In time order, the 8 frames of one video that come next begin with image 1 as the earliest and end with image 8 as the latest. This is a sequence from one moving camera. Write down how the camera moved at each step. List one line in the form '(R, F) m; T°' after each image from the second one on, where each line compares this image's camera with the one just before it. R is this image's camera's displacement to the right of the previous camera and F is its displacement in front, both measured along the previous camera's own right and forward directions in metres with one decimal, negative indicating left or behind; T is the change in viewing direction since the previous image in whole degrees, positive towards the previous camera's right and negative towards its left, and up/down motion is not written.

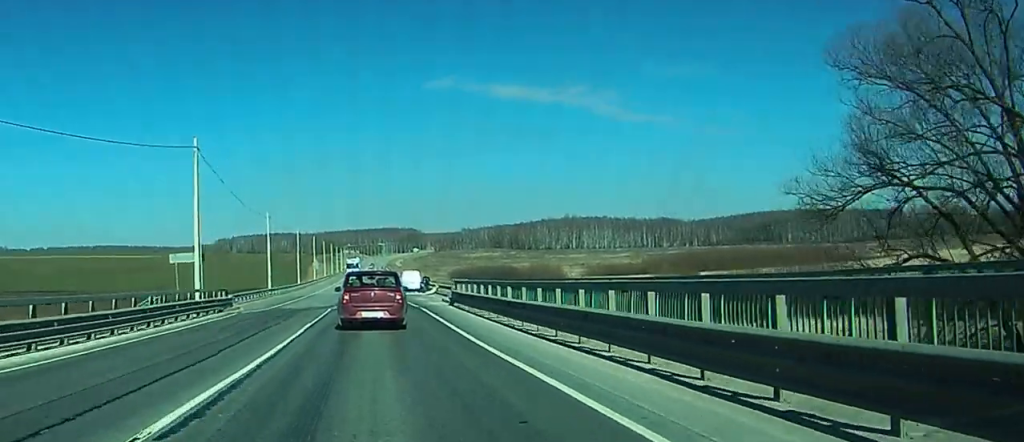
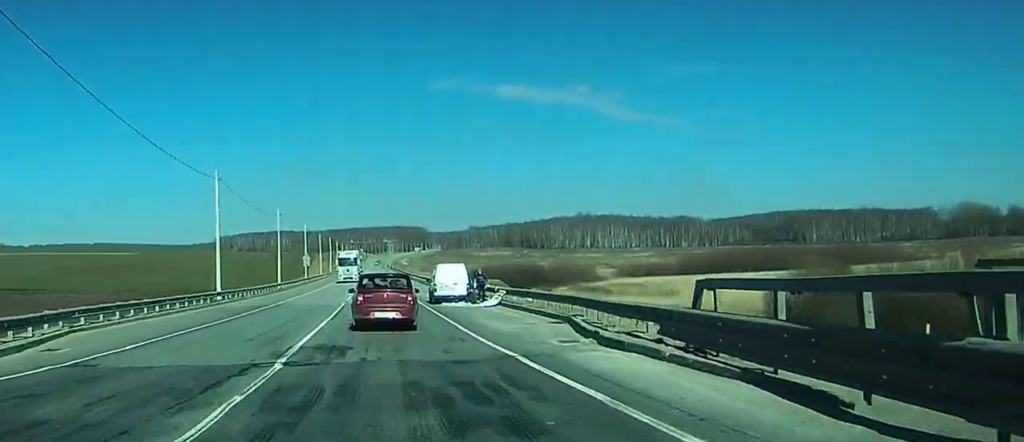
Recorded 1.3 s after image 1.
(0.0, +36.0) m; 0°
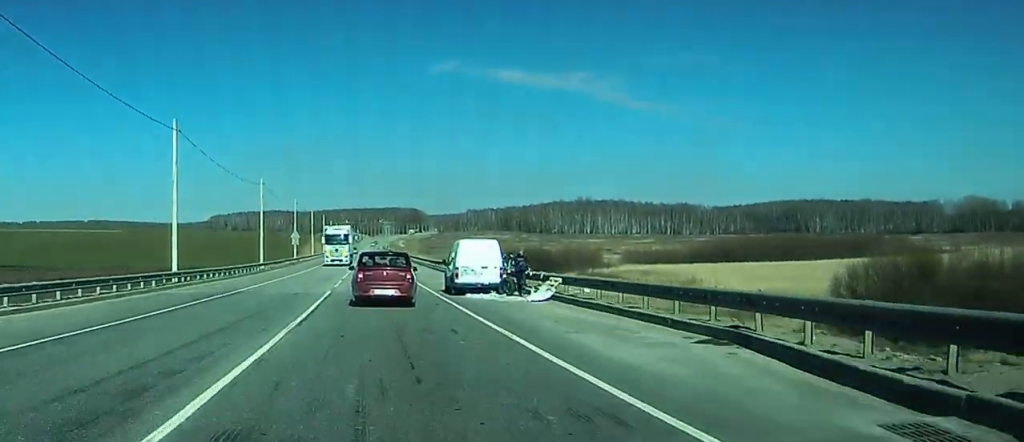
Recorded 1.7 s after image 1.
(0.0, +13.2) m; 0°
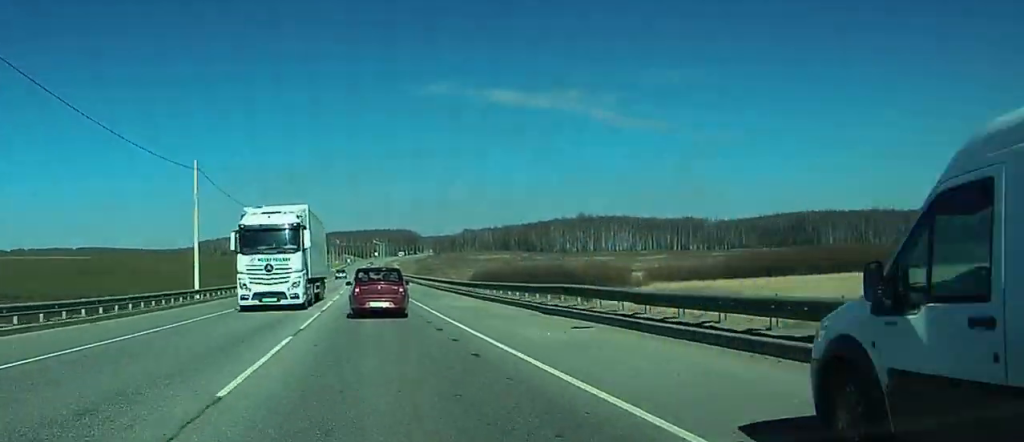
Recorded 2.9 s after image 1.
(0.0, +31.9) m; 0°
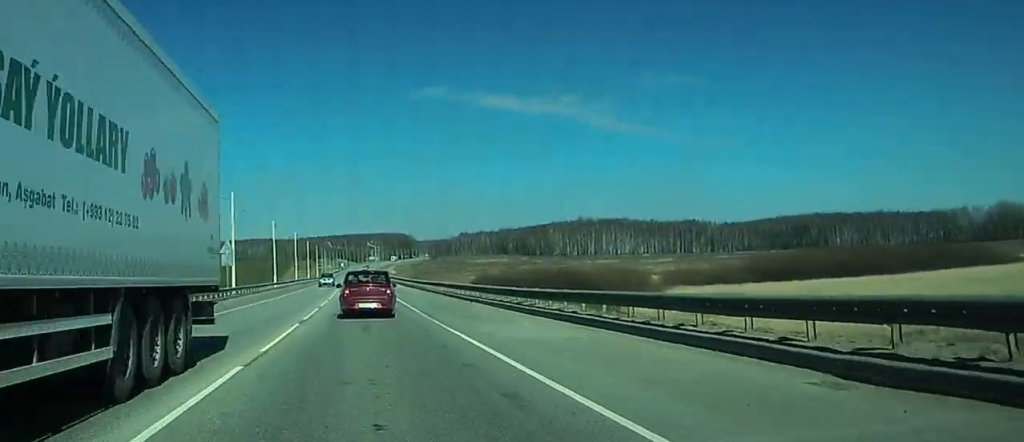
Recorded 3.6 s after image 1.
(0.0, +19.5) m; -1°
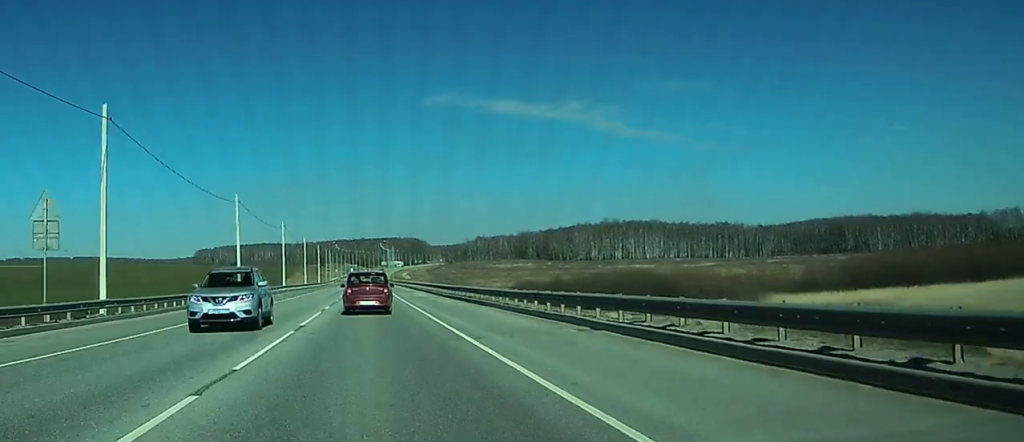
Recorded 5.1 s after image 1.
(-1.3, +41.5) m; -4°
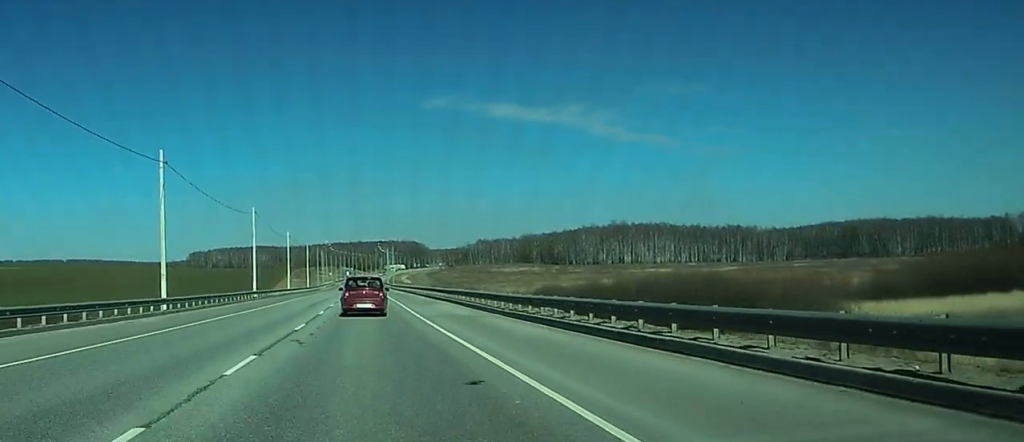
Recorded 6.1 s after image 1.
(-0.1, +26.3) m; 0°
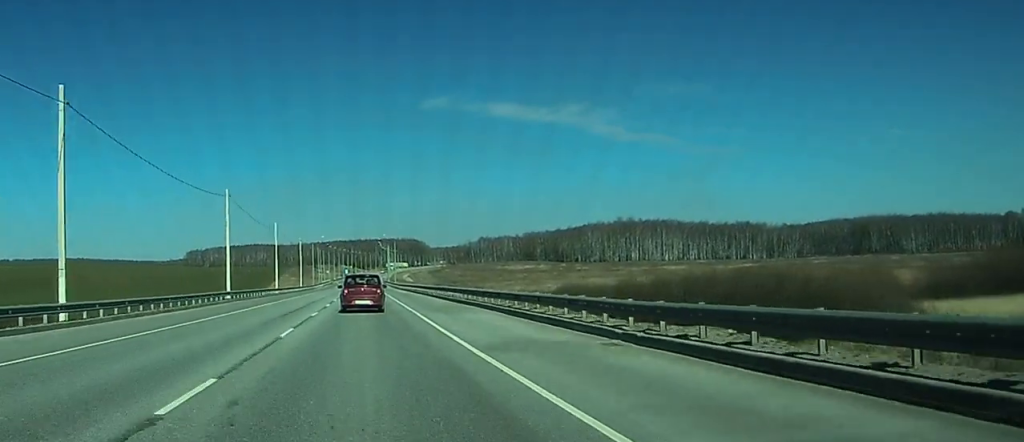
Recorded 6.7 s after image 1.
(0.0, +15.6) m; 0°
